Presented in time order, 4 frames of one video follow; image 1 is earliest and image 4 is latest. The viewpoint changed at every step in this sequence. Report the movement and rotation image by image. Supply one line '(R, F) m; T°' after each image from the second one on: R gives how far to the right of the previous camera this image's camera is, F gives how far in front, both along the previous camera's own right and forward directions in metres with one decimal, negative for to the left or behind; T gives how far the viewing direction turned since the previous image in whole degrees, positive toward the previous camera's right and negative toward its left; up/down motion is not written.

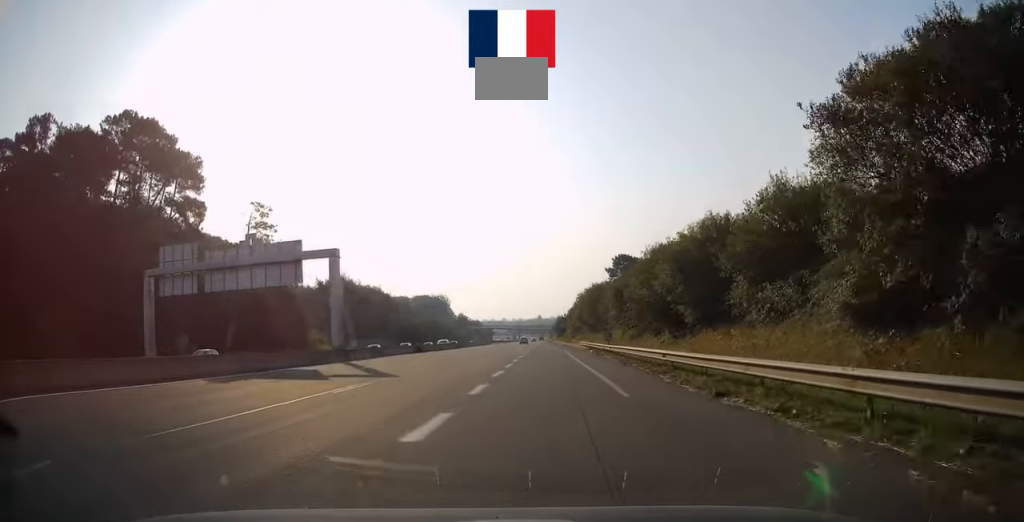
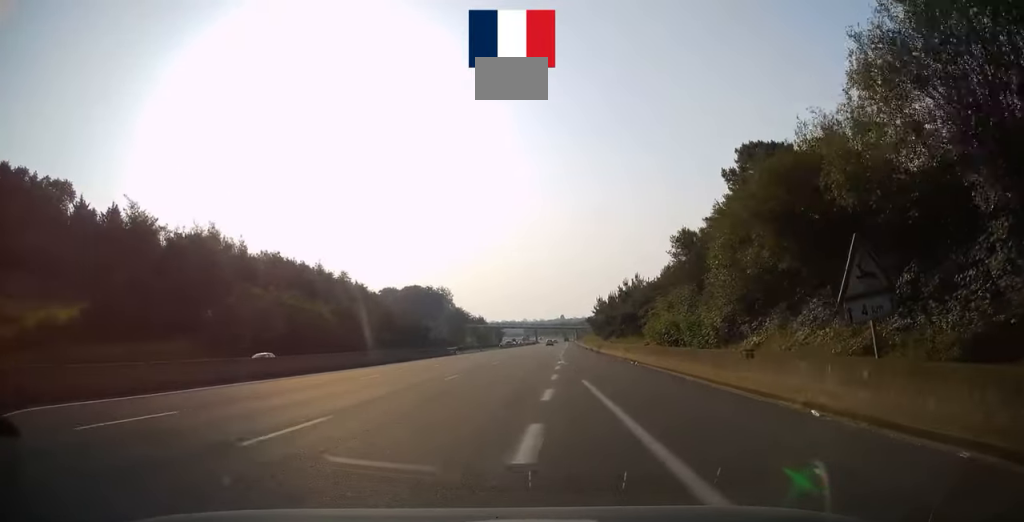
(-1.3, +86.5) m; -3°
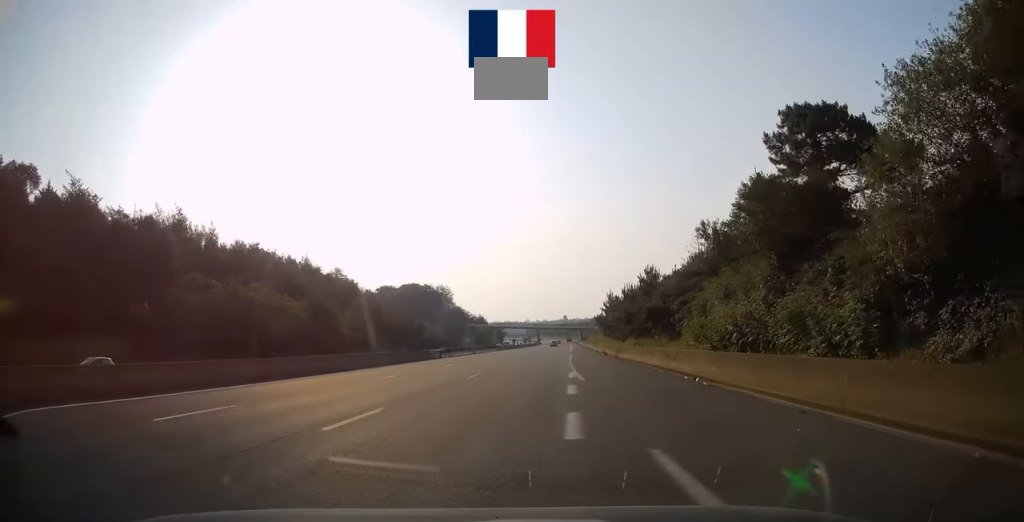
(-0.2, +11.4) m; 0°
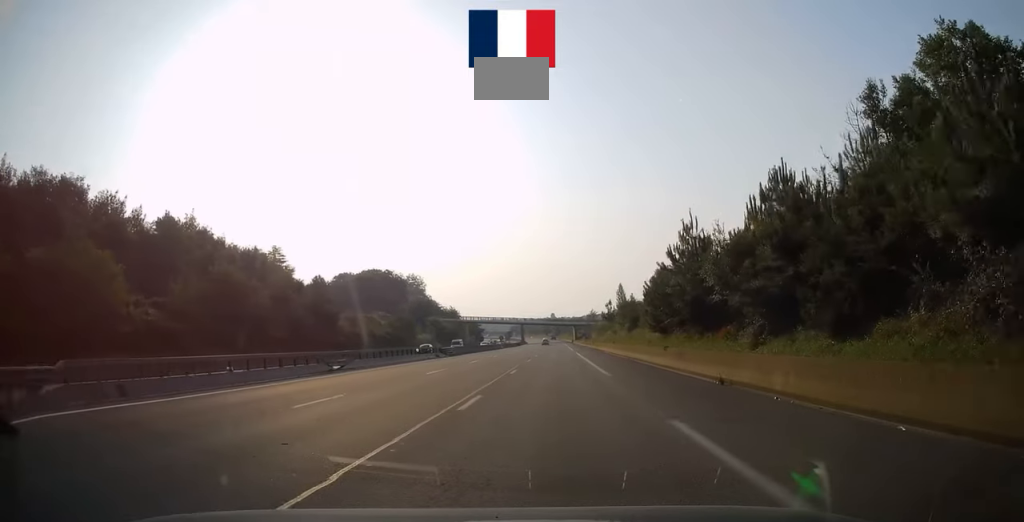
(+1.1, +49.5) m; +2°
